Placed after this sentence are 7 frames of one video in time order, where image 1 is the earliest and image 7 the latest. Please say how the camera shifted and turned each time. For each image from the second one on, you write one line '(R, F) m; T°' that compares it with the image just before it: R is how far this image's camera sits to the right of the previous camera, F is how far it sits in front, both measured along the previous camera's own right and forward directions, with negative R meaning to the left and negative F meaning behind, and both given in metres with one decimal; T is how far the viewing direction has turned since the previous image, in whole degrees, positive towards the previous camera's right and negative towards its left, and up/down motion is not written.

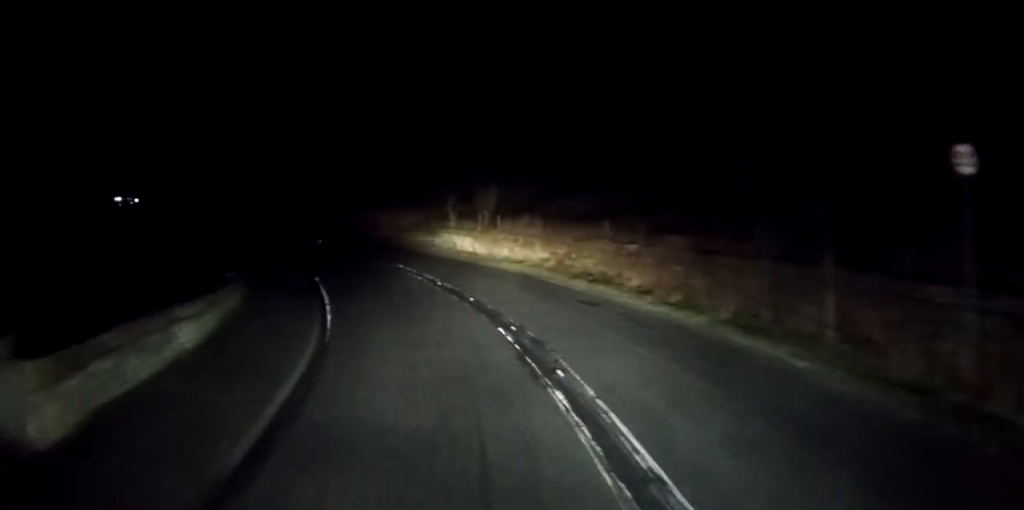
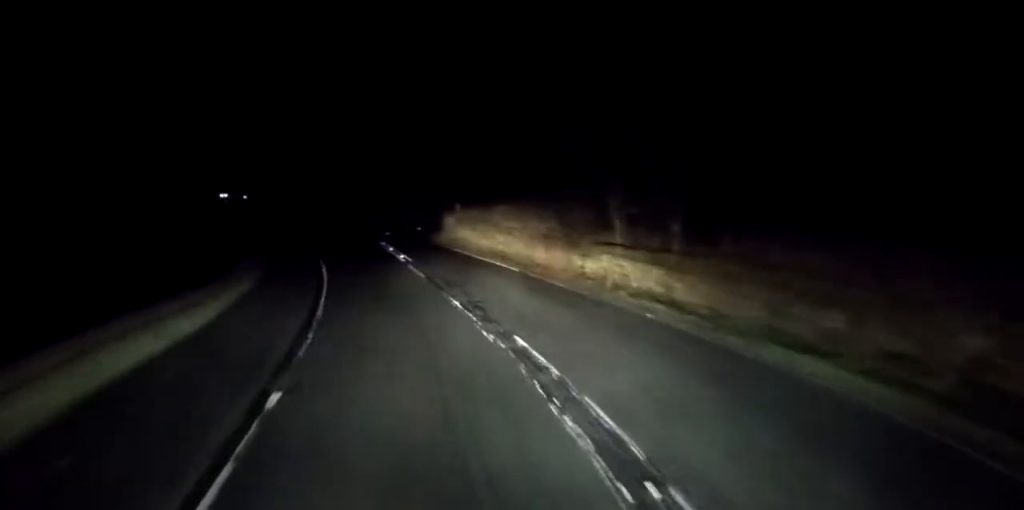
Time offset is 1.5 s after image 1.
(-0.8, +17.7) m; -7°
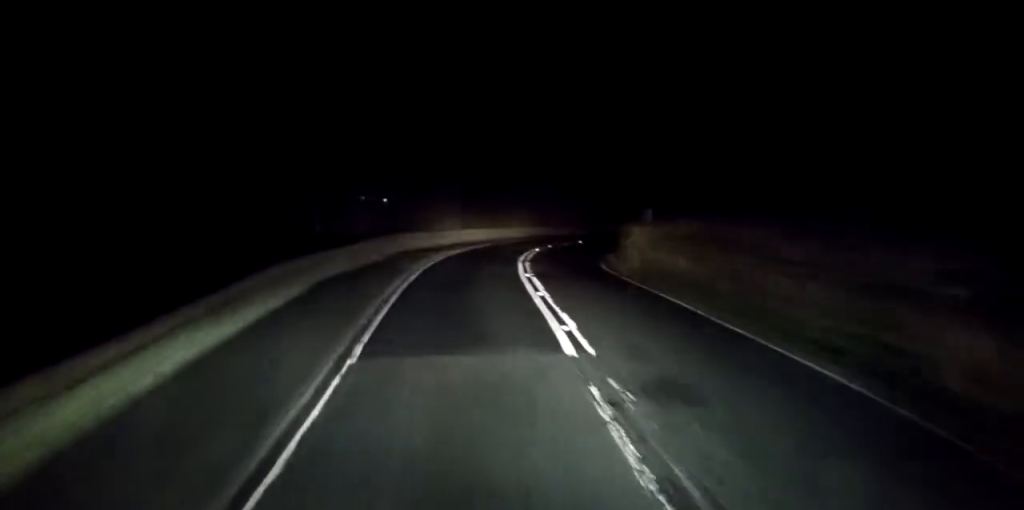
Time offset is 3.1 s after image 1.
(-1.8, +19.1) m; -7°
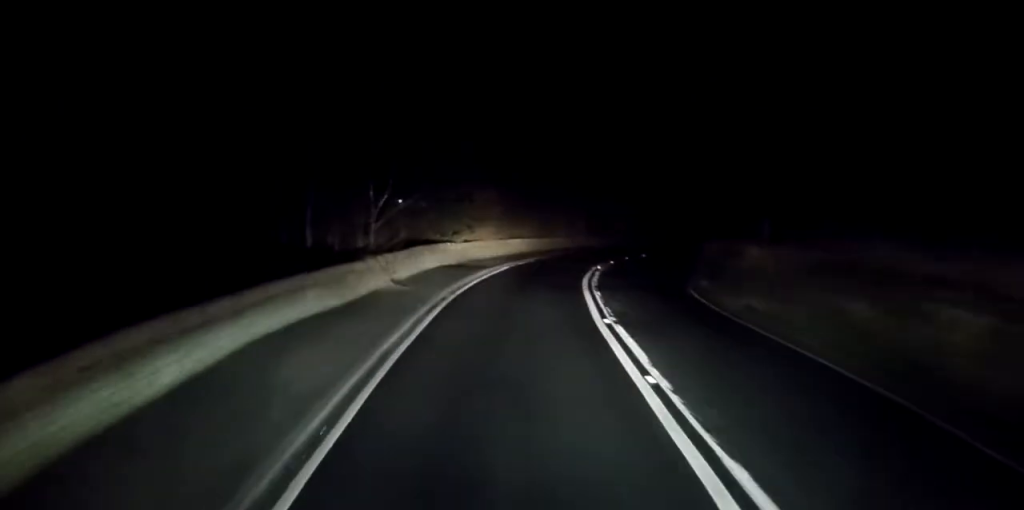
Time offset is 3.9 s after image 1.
(-0.1, +9.0) m; -1°
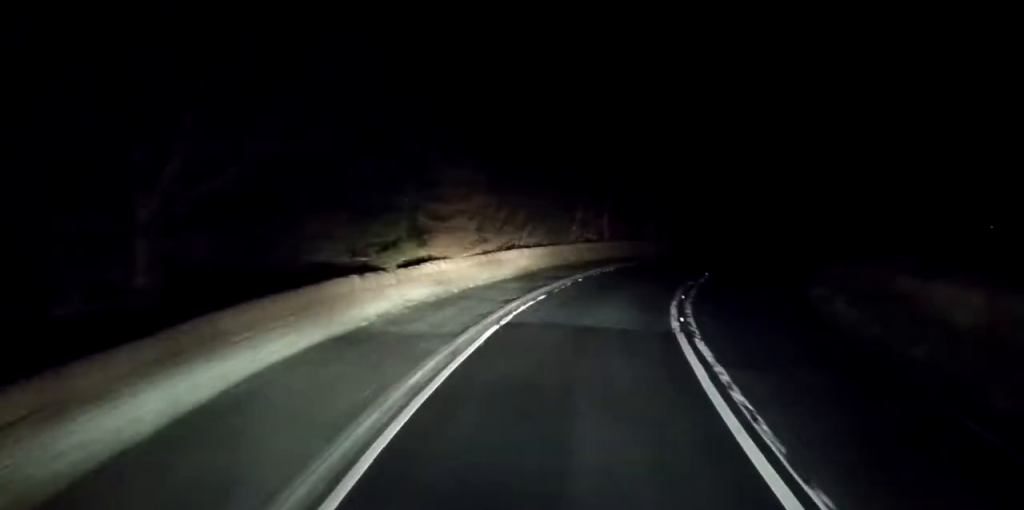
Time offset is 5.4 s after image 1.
(0.0, +17.7) m; 0°
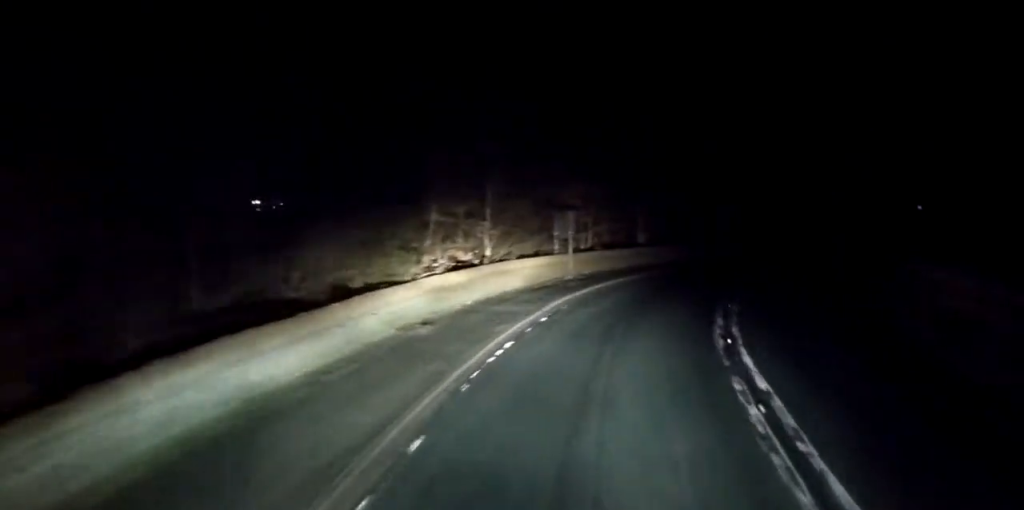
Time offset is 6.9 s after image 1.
(+1.7, +18.2) m; +14°
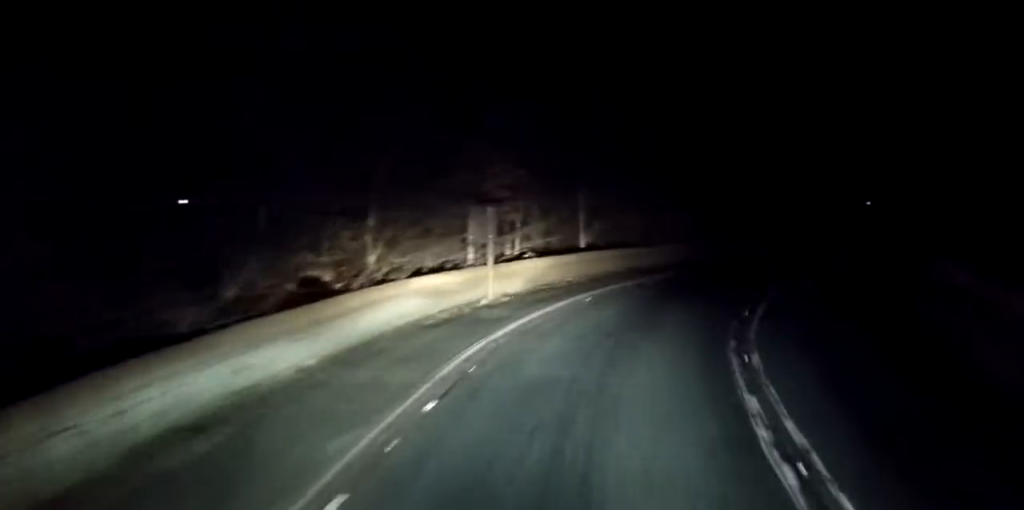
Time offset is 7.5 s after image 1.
(+0.4, +7.5) m; +8°
